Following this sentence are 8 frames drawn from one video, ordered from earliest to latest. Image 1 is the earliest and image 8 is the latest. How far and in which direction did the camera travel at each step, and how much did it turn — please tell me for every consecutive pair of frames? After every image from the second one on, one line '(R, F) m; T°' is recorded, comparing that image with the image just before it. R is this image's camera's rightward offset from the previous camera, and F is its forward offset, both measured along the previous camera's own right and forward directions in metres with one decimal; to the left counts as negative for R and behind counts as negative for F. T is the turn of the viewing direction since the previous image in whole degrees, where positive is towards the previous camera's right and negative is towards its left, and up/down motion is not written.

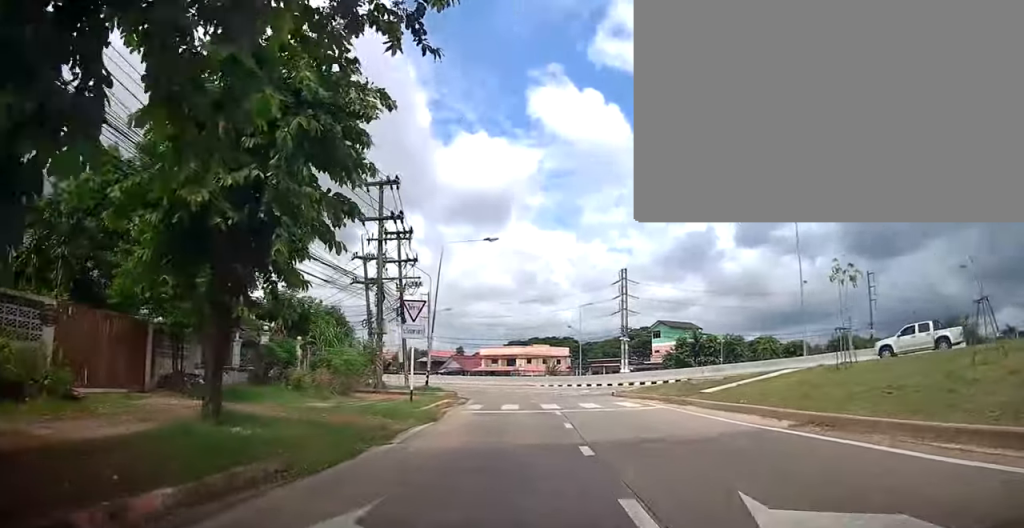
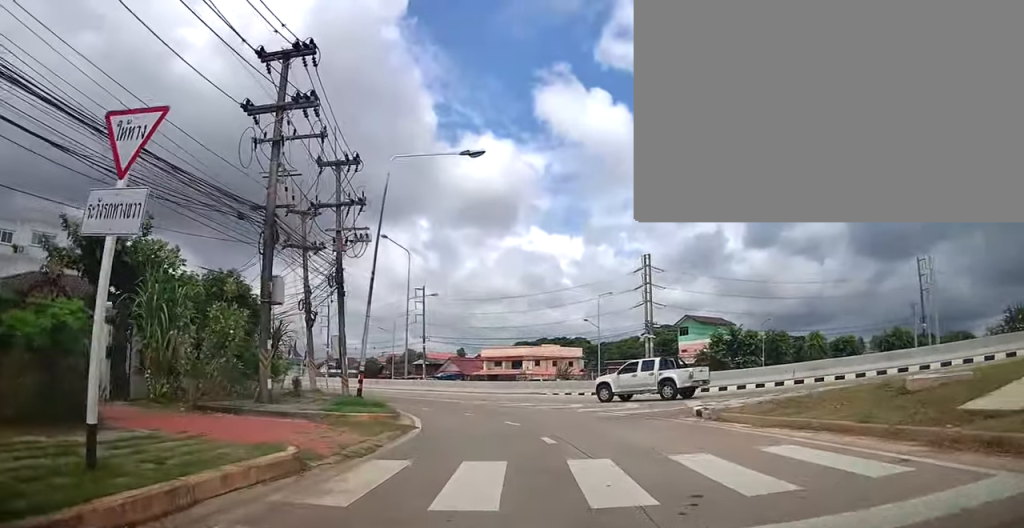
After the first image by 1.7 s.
(+0.1, +13.1) m; 0°
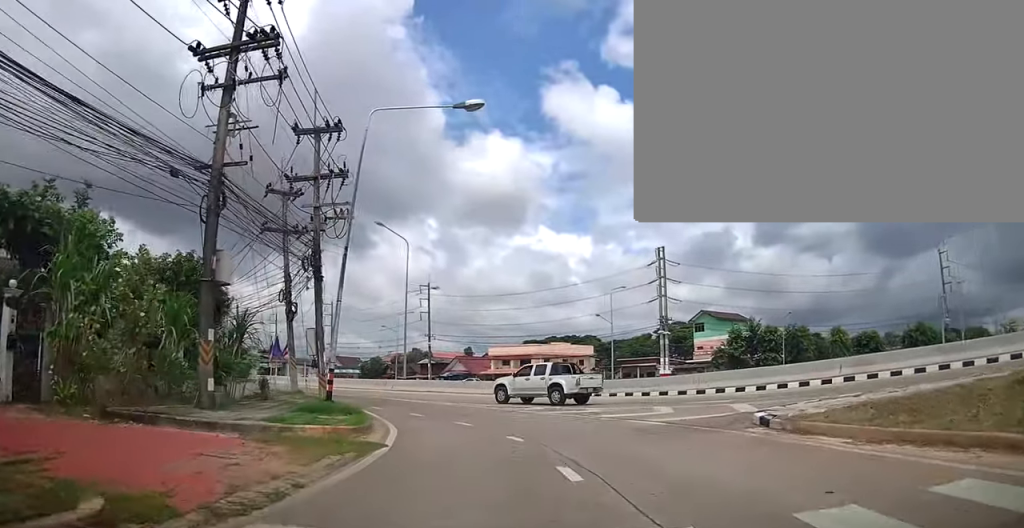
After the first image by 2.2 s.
(0.0, +3.6) m; -1°
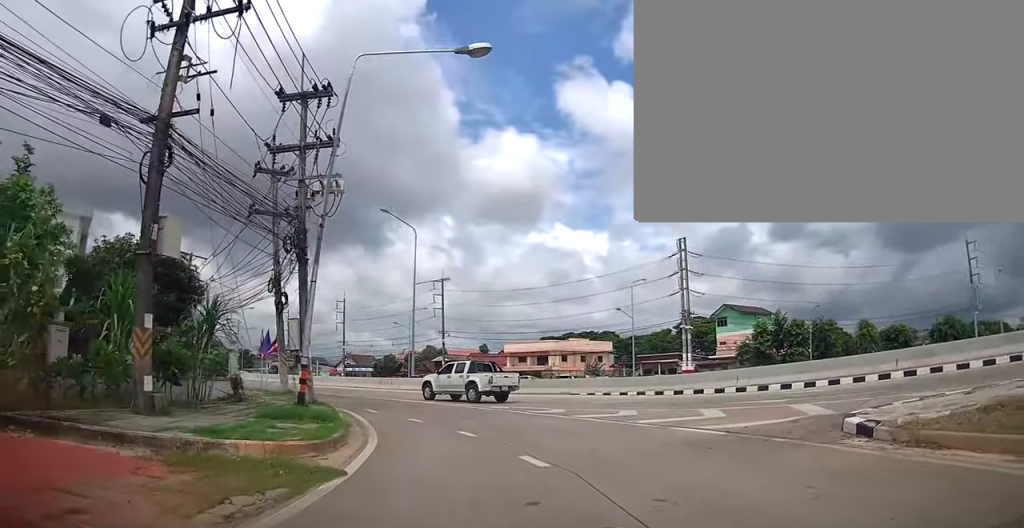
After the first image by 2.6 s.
(+0.1, +3.0) m; -2°
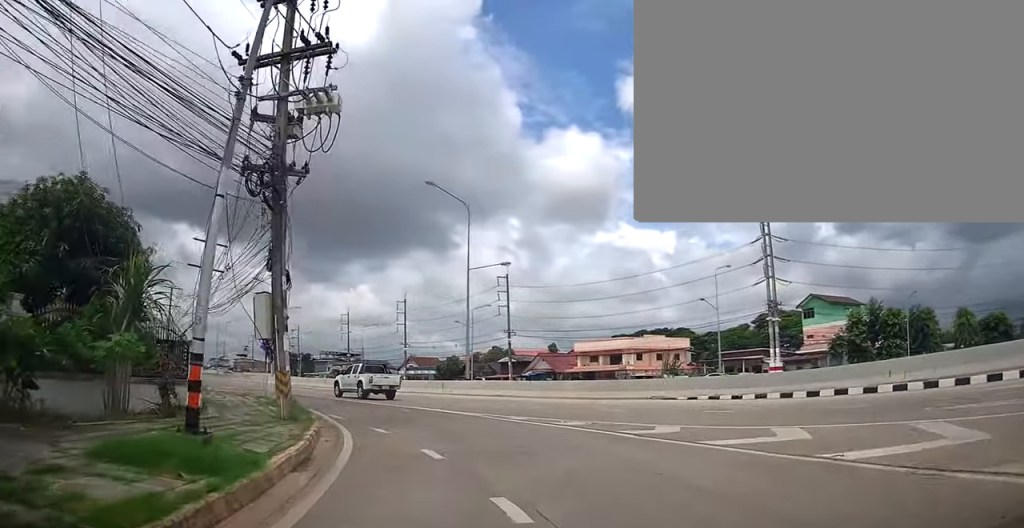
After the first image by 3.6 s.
(-0.4, +6.4) m; -7°
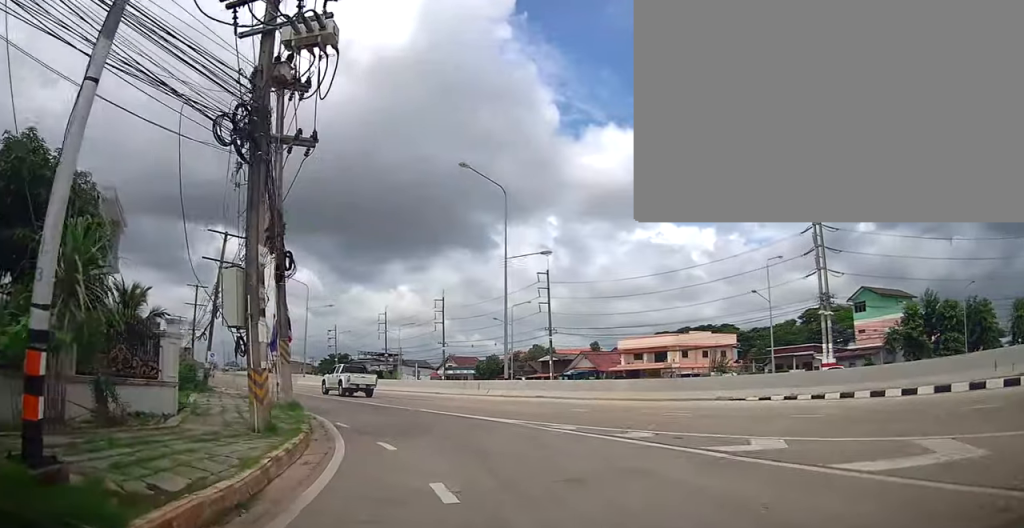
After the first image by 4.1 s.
(-0.1, +2.9) m; -3°
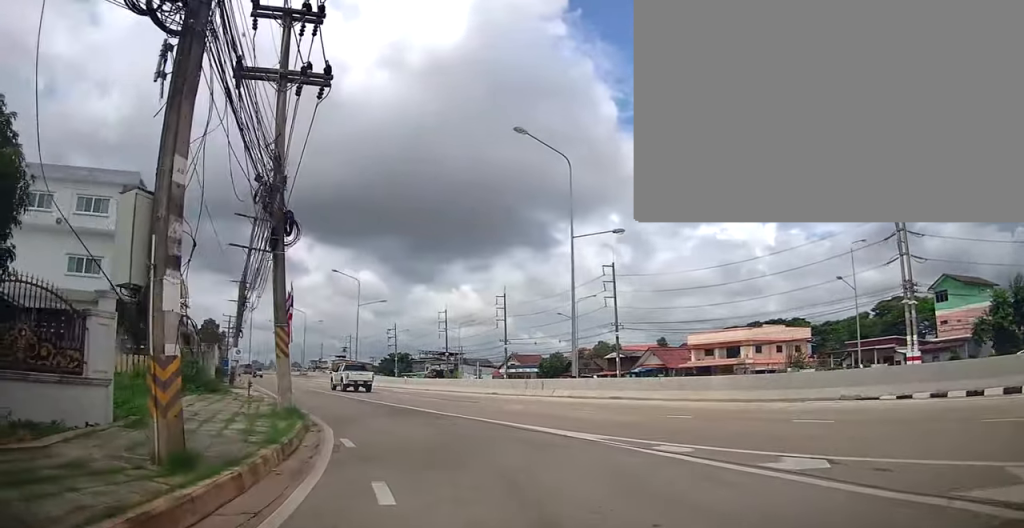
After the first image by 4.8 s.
(-0.1, +3.9) m; -3°
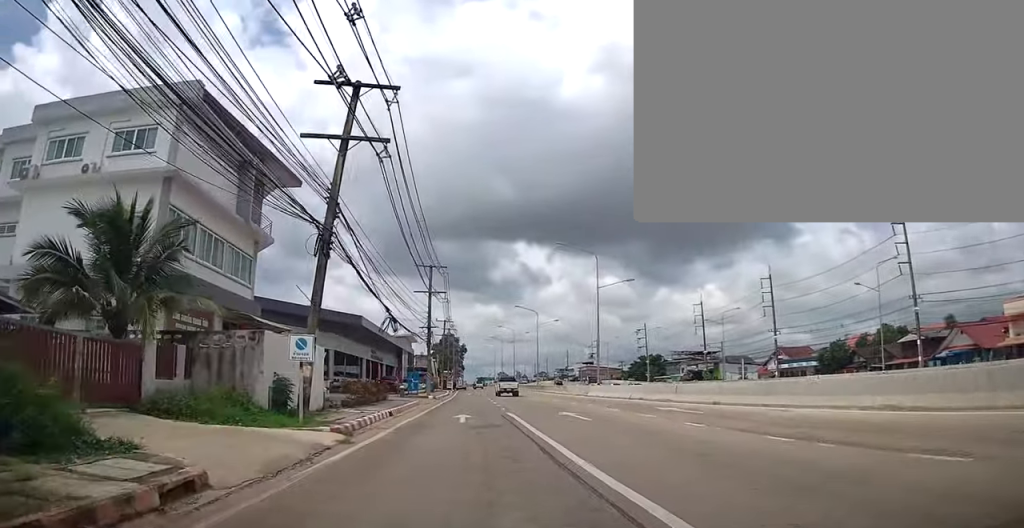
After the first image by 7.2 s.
(-2.5, +14.1) m; -14°
